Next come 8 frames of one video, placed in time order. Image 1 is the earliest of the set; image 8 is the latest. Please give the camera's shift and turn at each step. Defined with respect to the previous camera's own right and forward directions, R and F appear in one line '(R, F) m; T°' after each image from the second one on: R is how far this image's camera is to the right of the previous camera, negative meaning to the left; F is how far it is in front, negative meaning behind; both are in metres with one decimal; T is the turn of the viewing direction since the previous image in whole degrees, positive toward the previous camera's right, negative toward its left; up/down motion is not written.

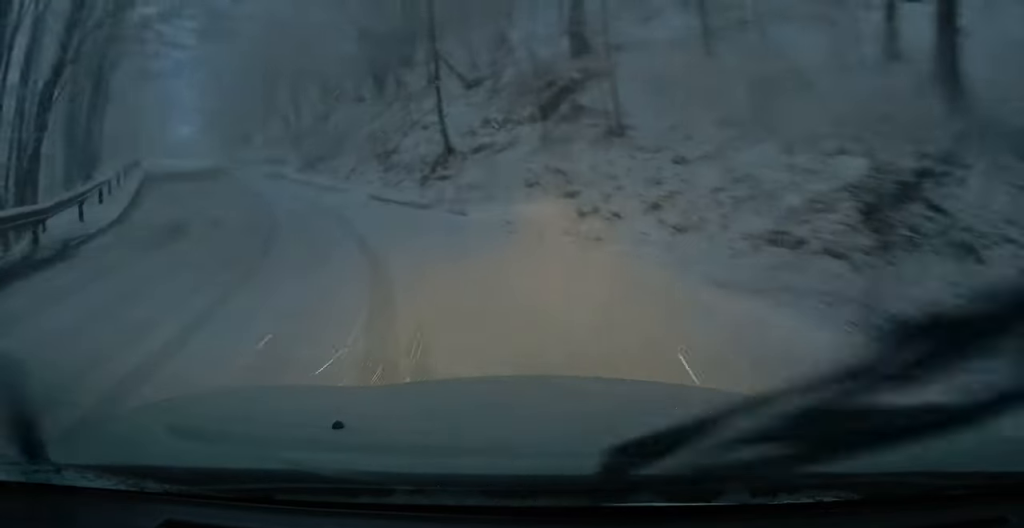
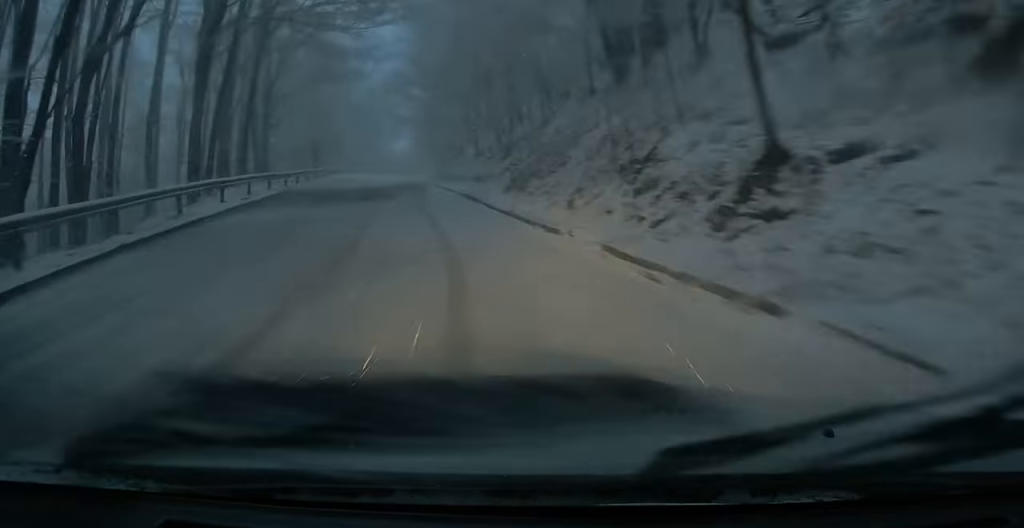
(-0.4, +11.9) m; -8°
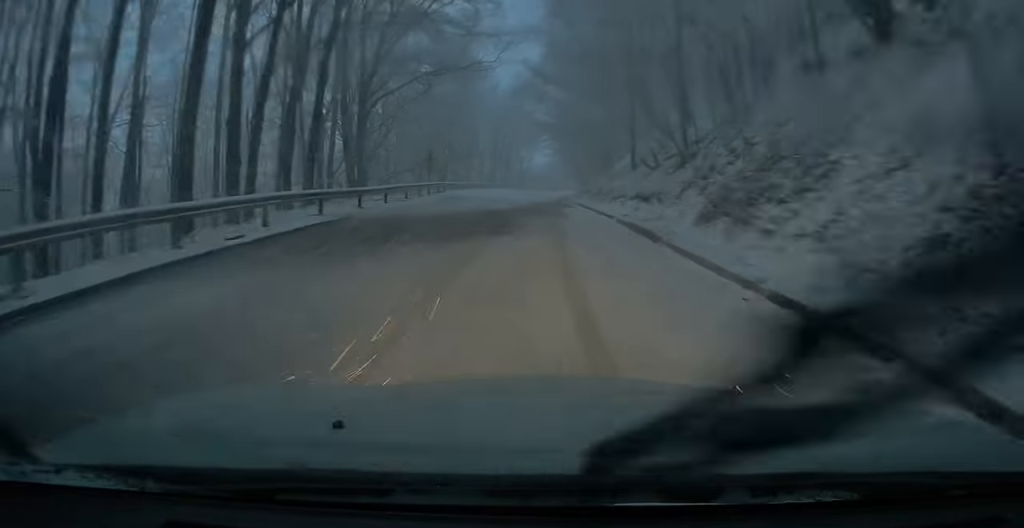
(-1.7, +10.1) m; -22°
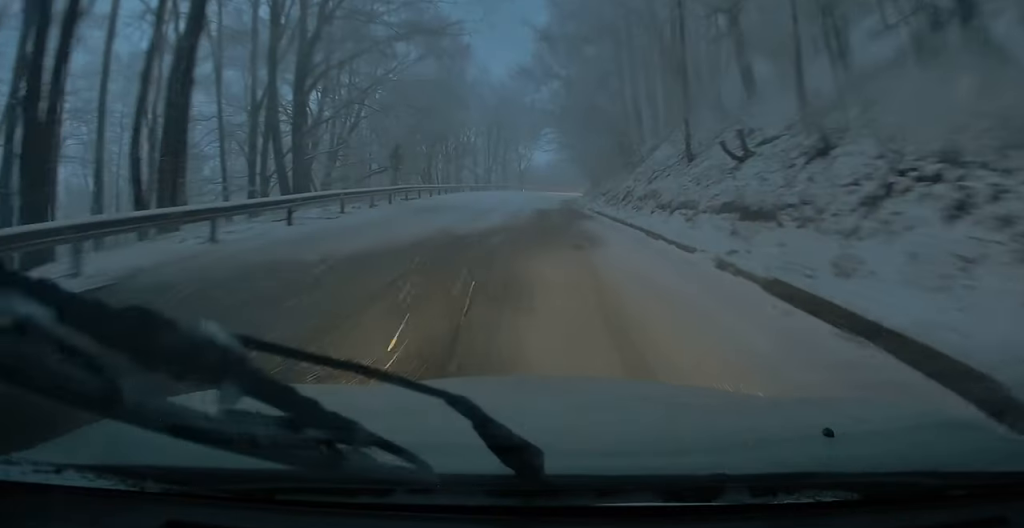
(-1.5, +10.8) m; -11°
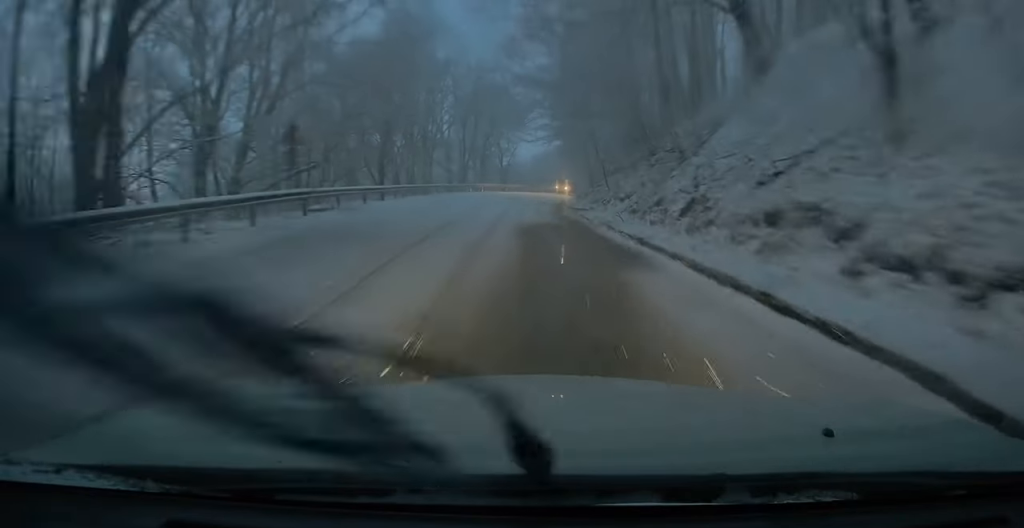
(-0.5, +11.9) m; -4°
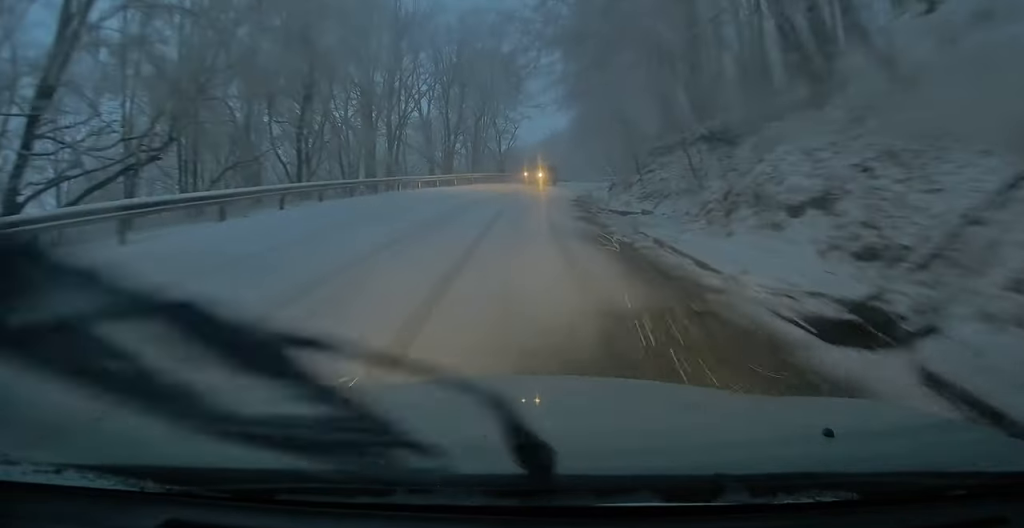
(-1.0, +15.6) m; -3°
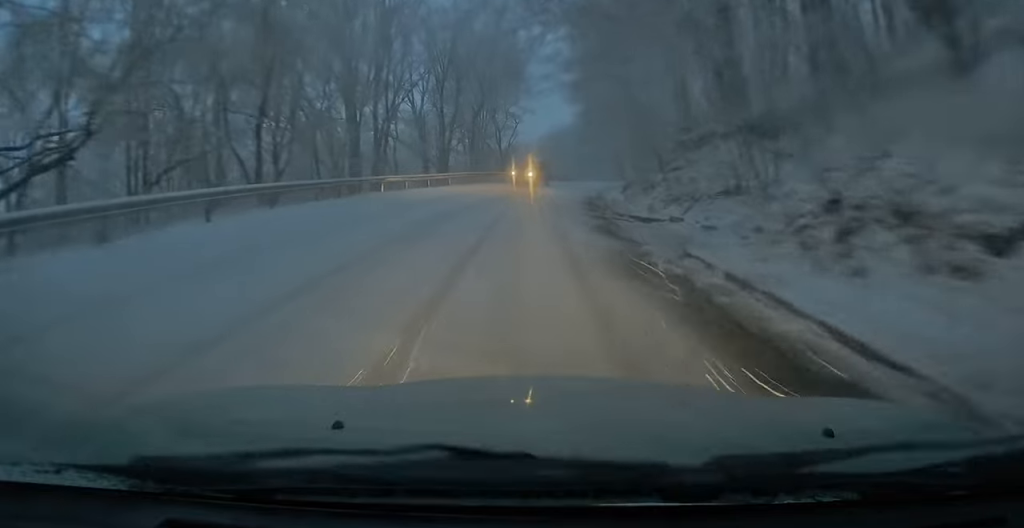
(+0.3, +4.3) m; +3°
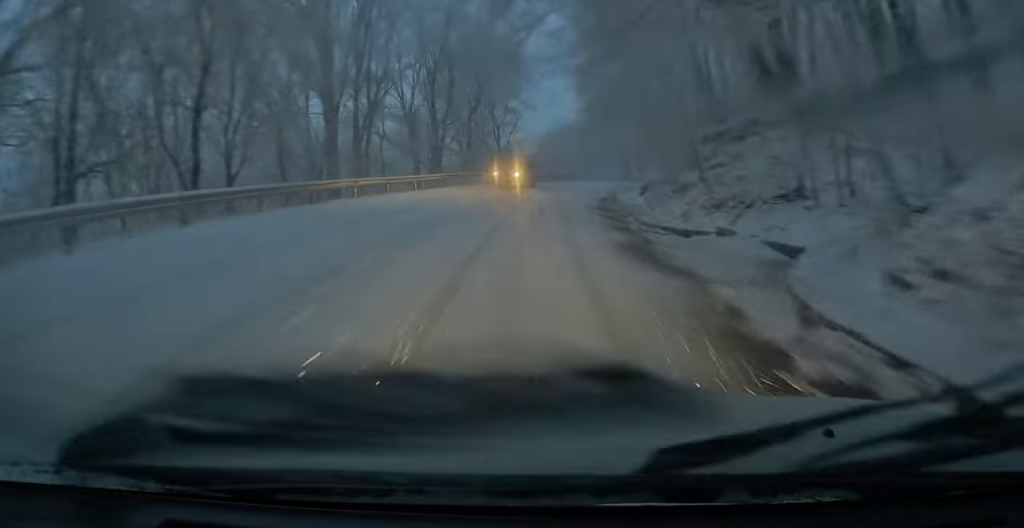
(+0.2, +4.6) m; +3°
